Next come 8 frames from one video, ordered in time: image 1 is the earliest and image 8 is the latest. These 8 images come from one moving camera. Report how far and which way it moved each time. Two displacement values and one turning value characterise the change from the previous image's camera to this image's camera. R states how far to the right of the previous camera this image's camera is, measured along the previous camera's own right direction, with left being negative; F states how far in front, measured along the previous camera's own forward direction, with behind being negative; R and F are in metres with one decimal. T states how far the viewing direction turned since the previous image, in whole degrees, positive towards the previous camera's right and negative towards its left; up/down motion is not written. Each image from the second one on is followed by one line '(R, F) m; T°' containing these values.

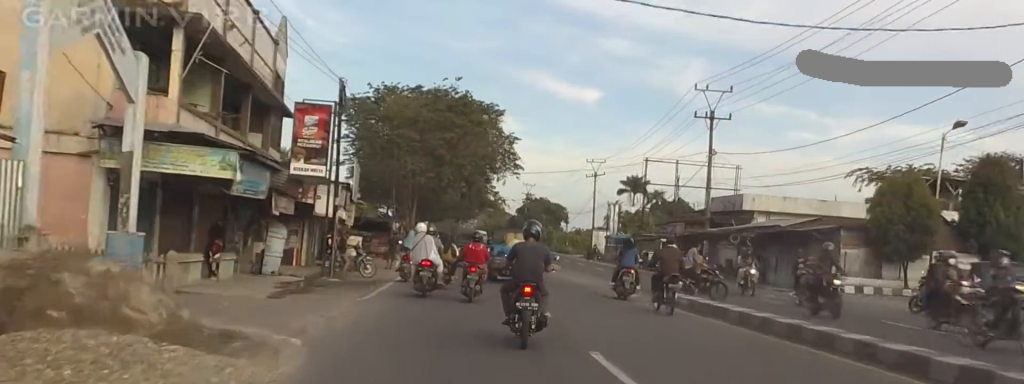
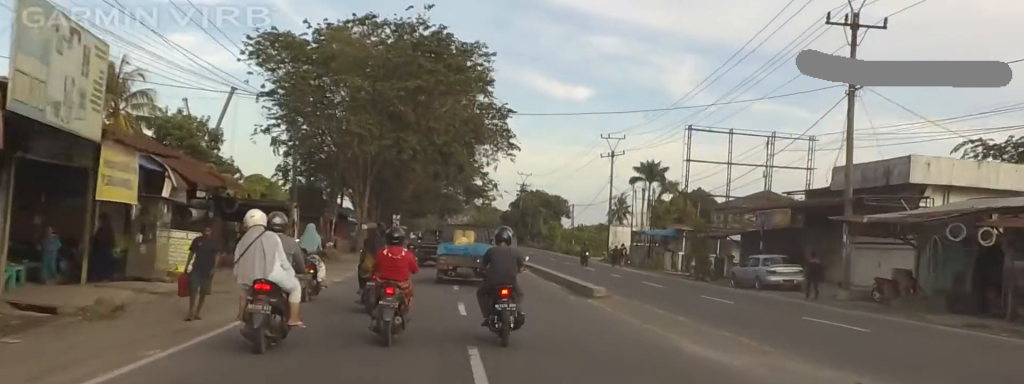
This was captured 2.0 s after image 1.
(0.0, +25.7) m; 0°
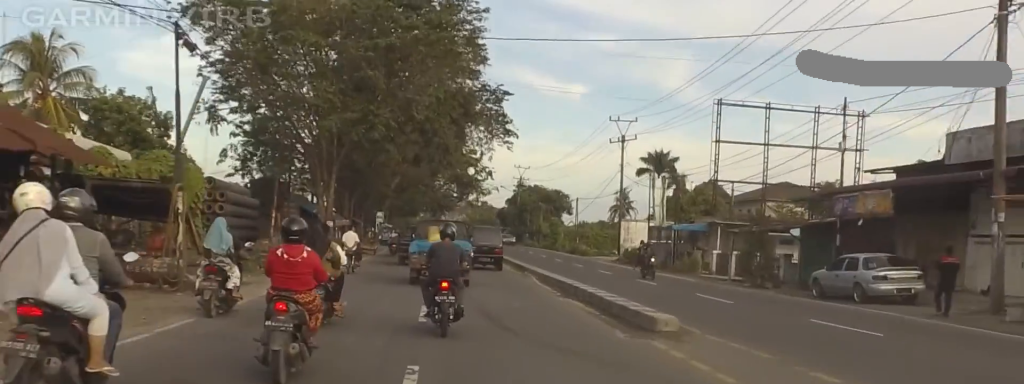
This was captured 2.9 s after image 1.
(0.0, +10.6) m; 0°
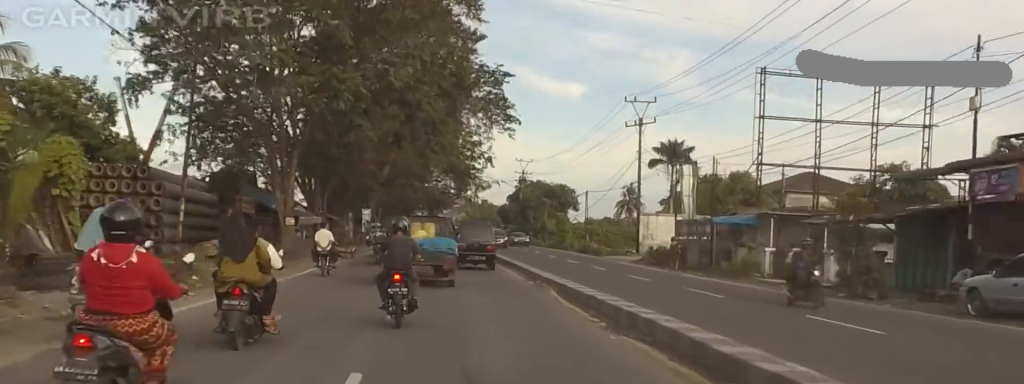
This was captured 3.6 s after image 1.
(0.0, +9.0) m; 0°
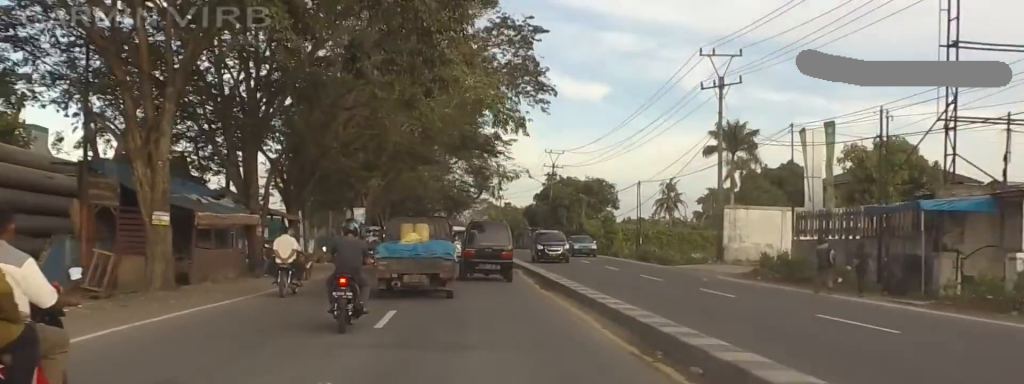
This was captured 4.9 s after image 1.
(0.0, +16.0) m; 0°
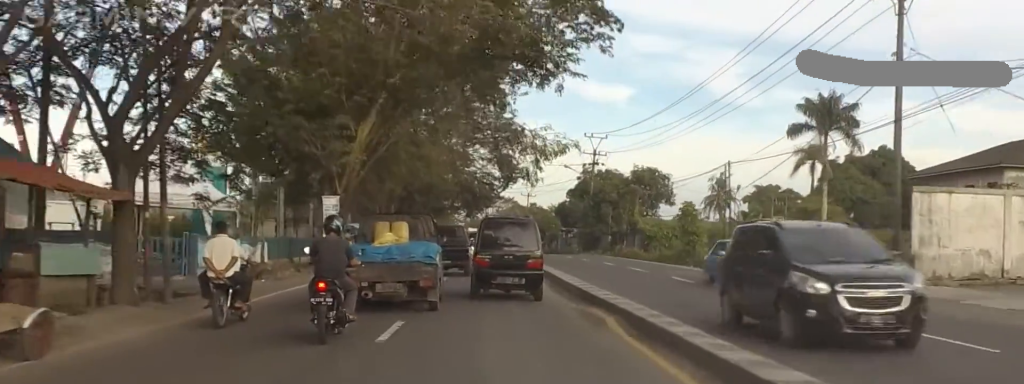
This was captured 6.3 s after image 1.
(0.0, +17.2) m; -2°
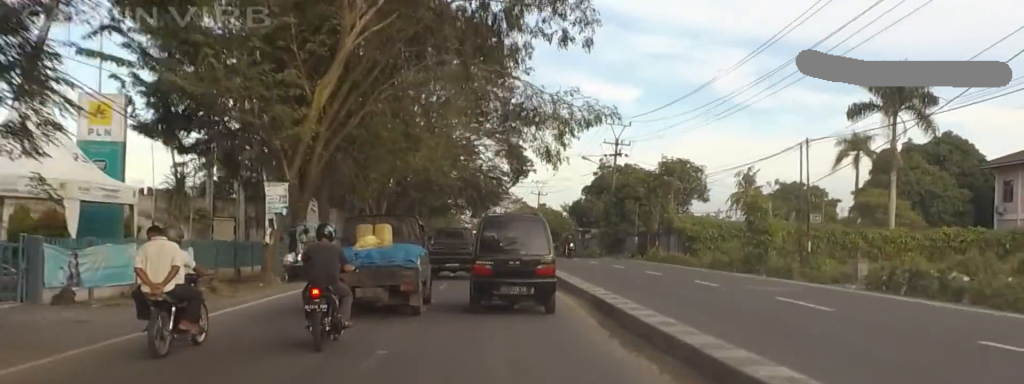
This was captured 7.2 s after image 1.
(-0.1, +10.9) m; -4°
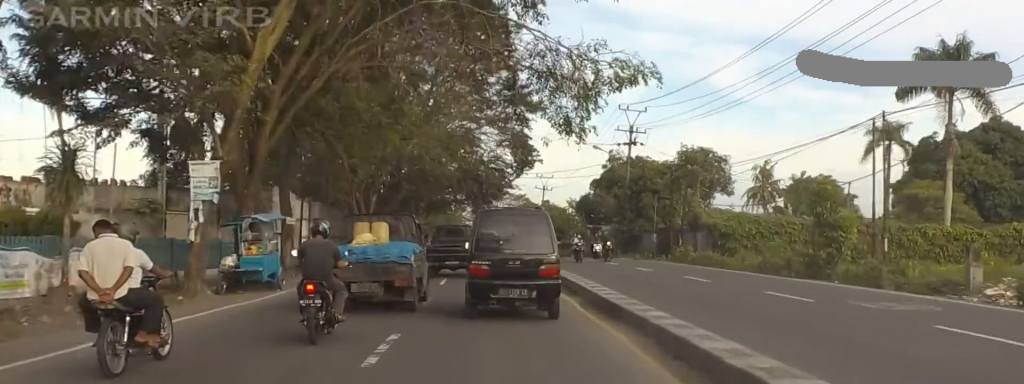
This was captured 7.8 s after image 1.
(-0.7, +7.2) m; 0°
